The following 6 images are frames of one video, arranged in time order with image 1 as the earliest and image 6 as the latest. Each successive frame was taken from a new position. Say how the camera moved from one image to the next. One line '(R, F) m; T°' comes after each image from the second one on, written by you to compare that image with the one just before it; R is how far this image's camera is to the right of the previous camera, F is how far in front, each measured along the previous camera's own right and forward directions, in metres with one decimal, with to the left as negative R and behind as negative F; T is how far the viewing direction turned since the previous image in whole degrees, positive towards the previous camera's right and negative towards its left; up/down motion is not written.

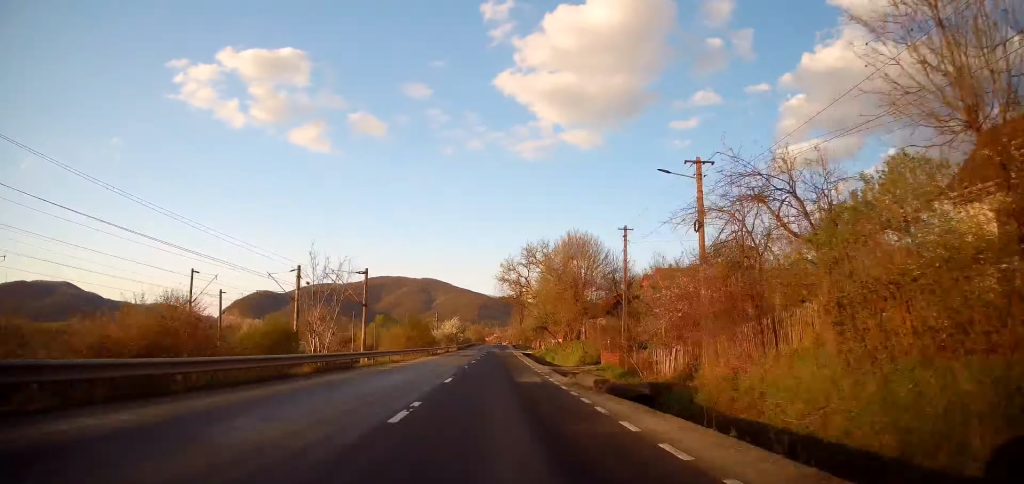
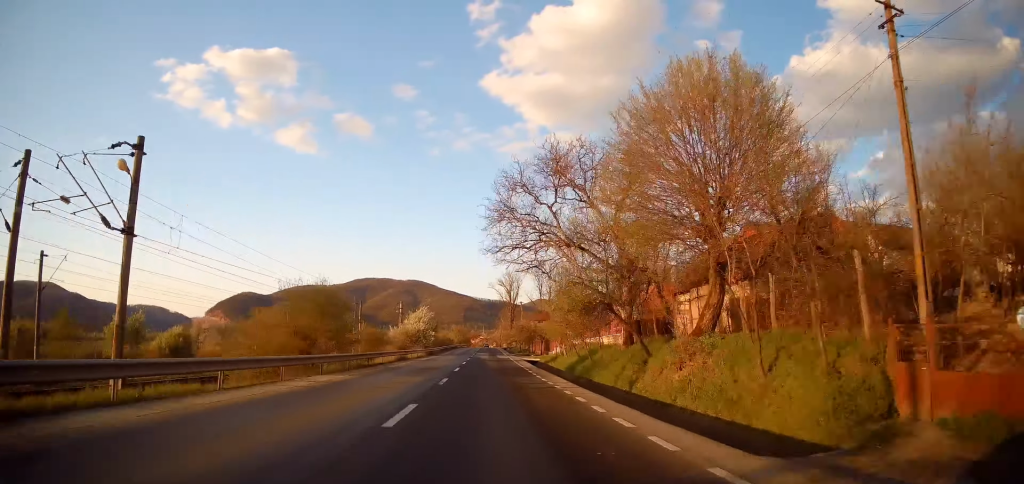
(+0.3, +28.0) m; +1°
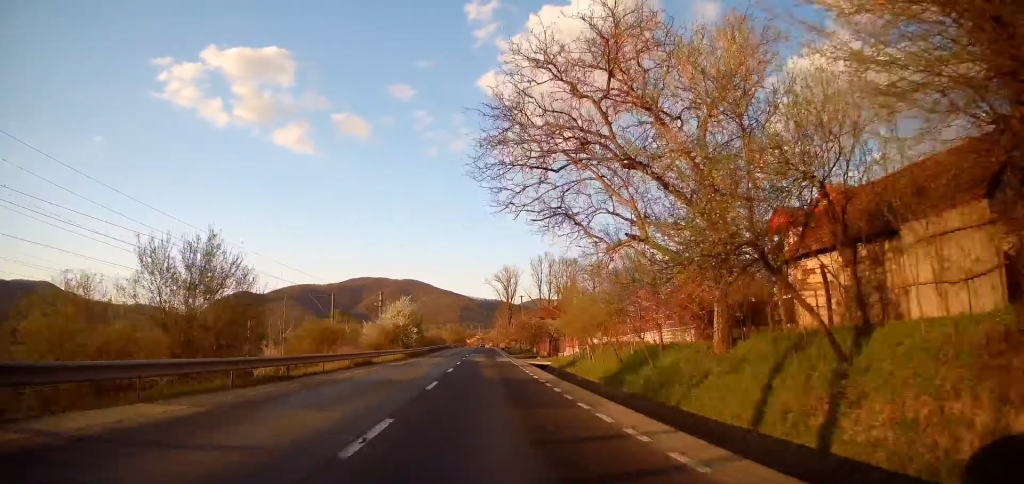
(0.0, +11.3) m; 0°
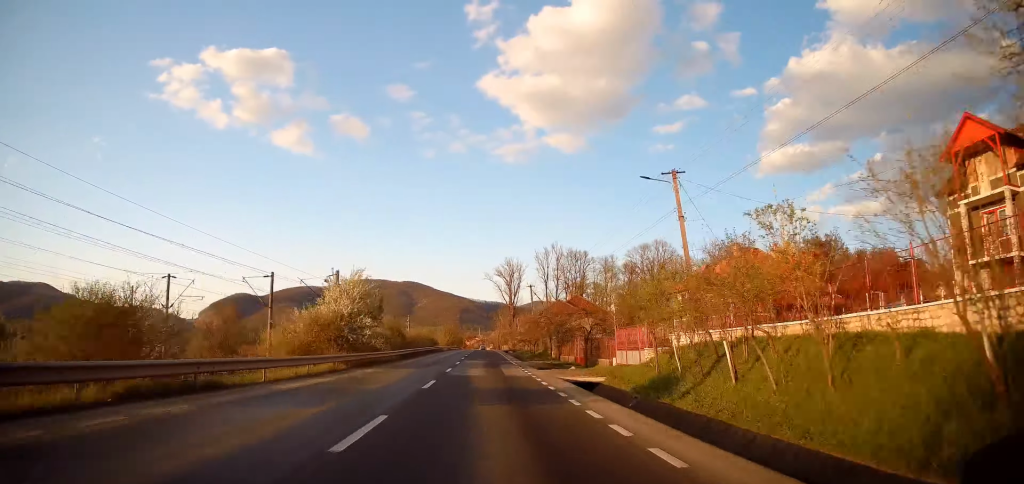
(+0.2, +17.8) m; +1°
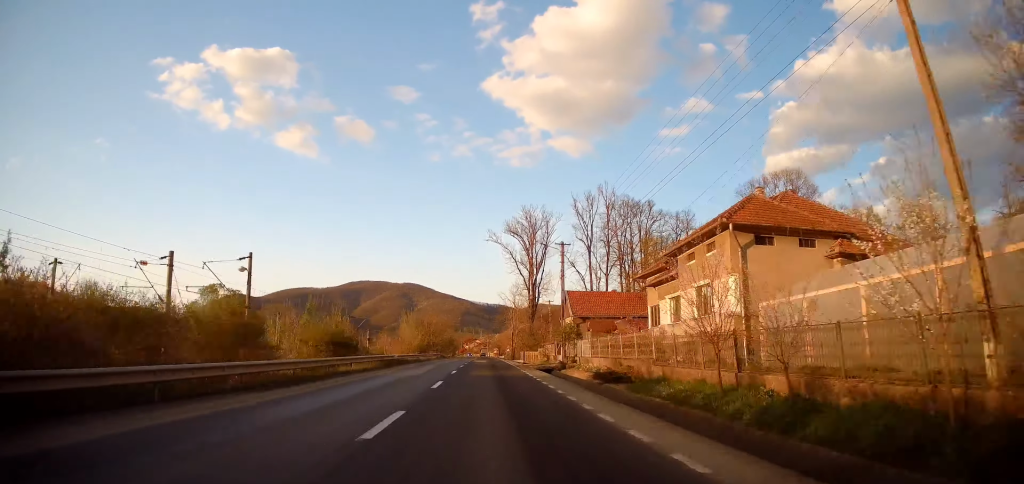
(0.0, +61.8) m; -1°
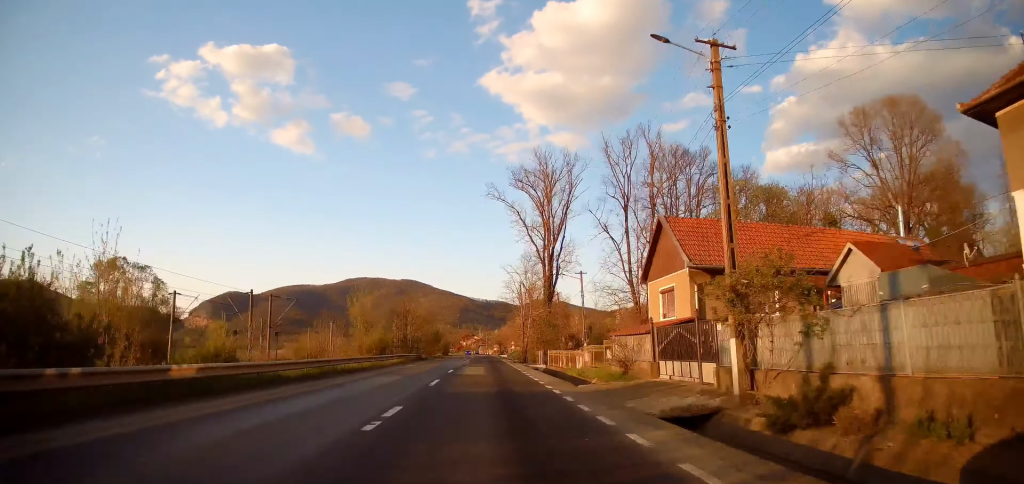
(0.0, +26.6) m; -1°
